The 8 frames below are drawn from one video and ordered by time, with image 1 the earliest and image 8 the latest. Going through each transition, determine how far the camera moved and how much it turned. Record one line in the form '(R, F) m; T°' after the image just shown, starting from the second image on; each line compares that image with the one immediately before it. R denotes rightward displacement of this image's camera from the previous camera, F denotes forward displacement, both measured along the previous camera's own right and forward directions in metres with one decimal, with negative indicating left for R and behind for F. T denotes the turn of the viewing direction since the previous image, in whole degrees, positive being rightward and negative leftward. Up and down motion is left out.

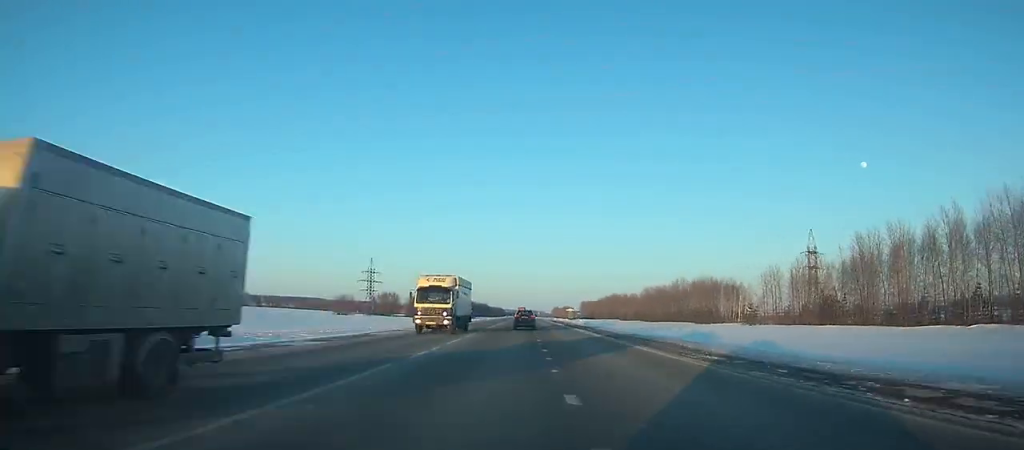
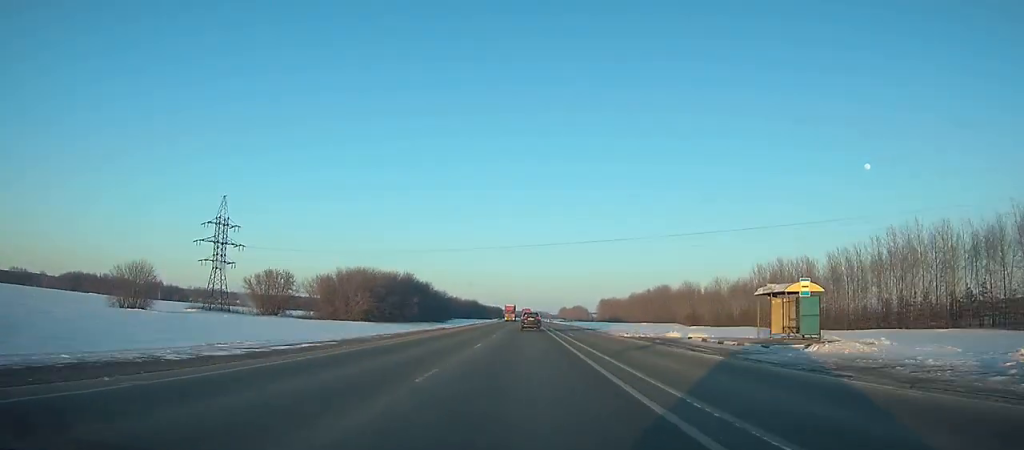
(-1.9, +136.7) m; -1°
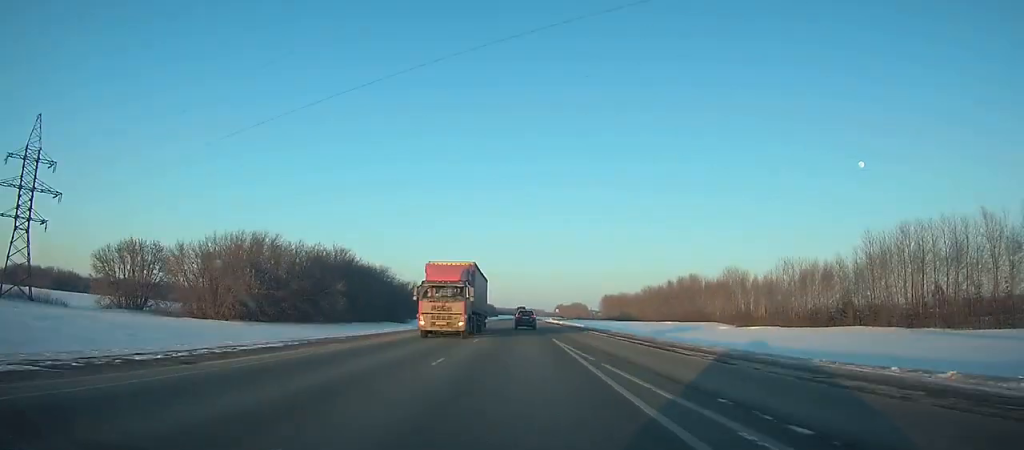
(+0.1, +57.2) m; 0°
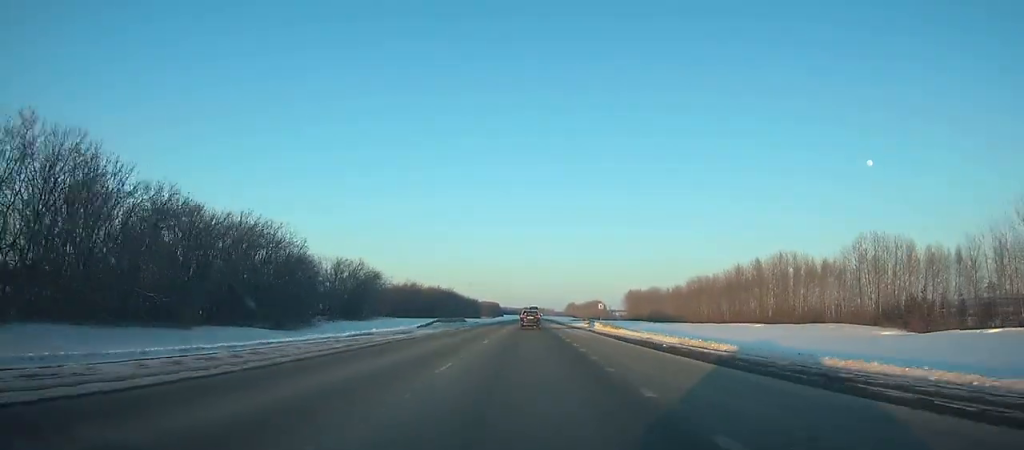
(0.0, +73.3) m; 0°
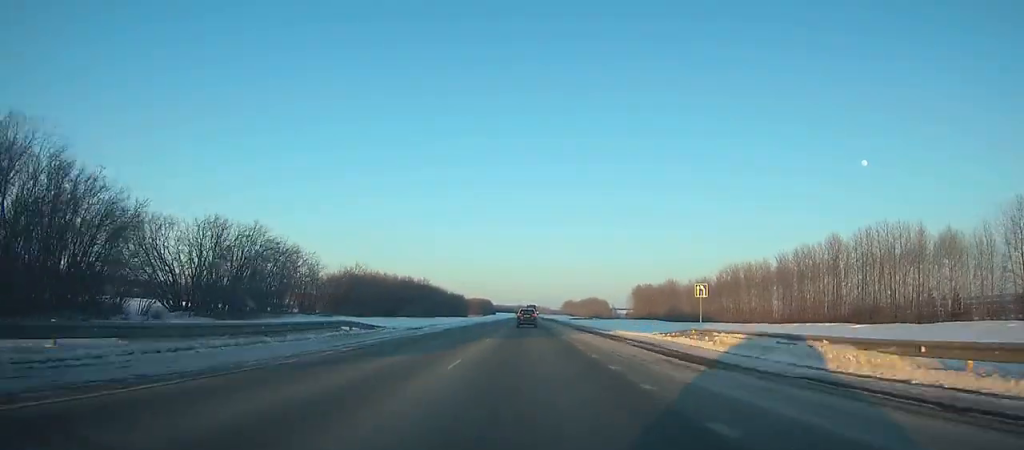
(+0.1, +47.3) m; 0°
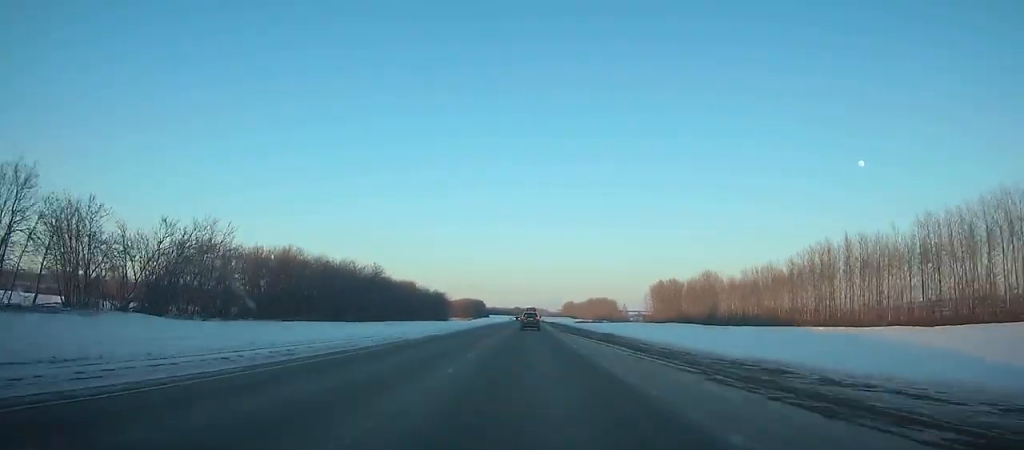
(0.0, +60.6) m; 0°
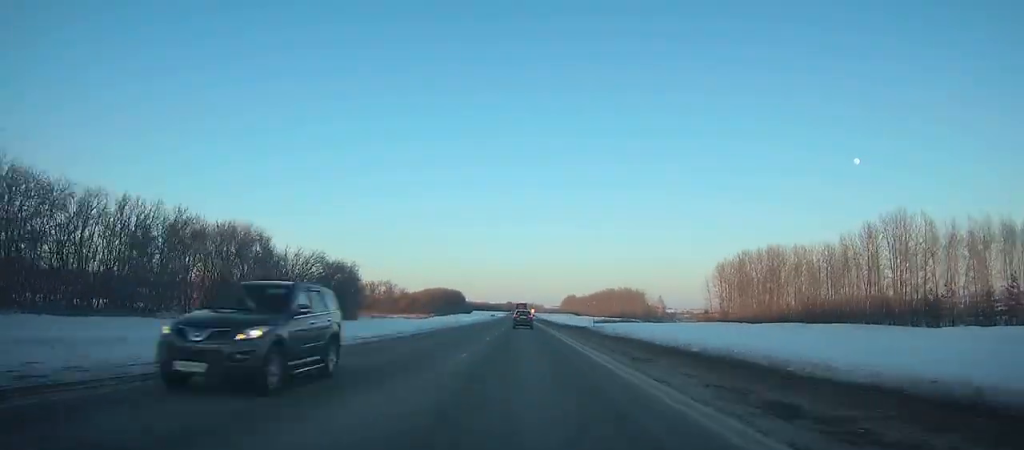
(+0.5, +115.3) m; 0°
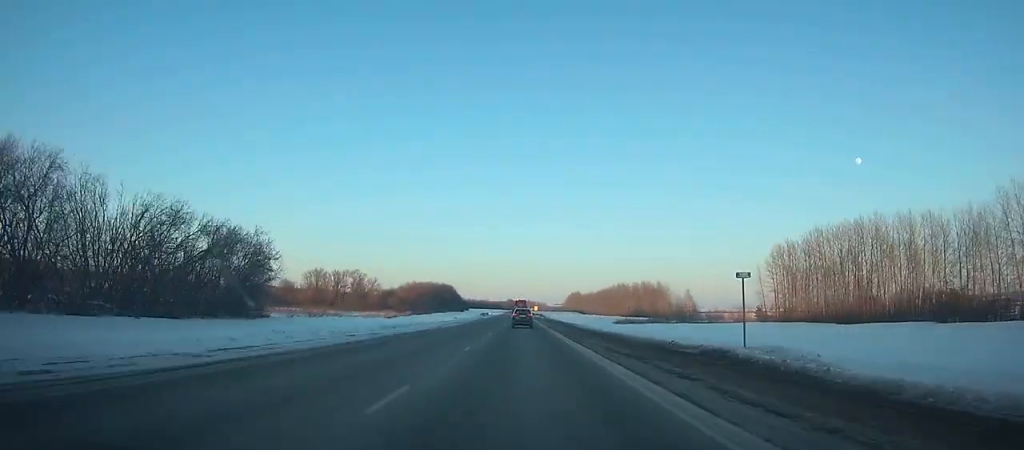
(0.0, +44.0) m; 0°
